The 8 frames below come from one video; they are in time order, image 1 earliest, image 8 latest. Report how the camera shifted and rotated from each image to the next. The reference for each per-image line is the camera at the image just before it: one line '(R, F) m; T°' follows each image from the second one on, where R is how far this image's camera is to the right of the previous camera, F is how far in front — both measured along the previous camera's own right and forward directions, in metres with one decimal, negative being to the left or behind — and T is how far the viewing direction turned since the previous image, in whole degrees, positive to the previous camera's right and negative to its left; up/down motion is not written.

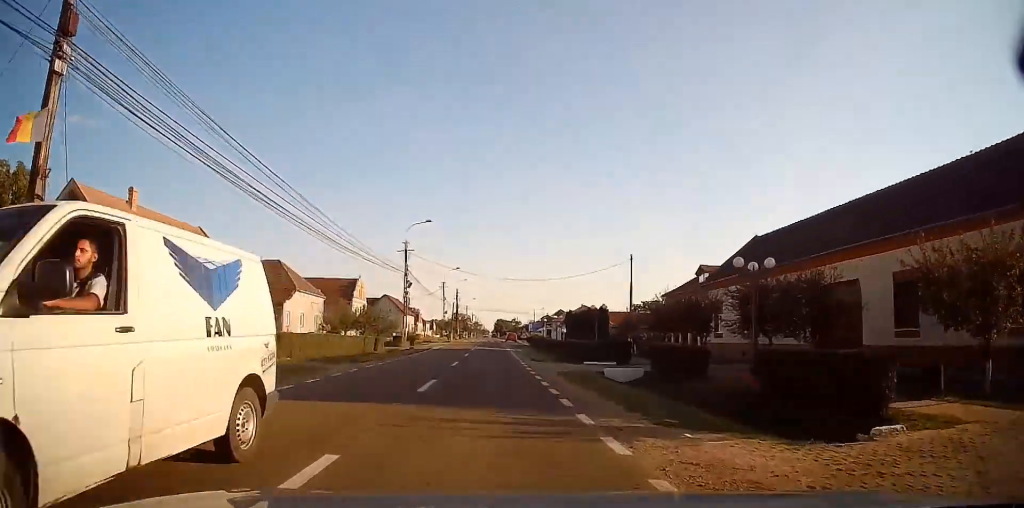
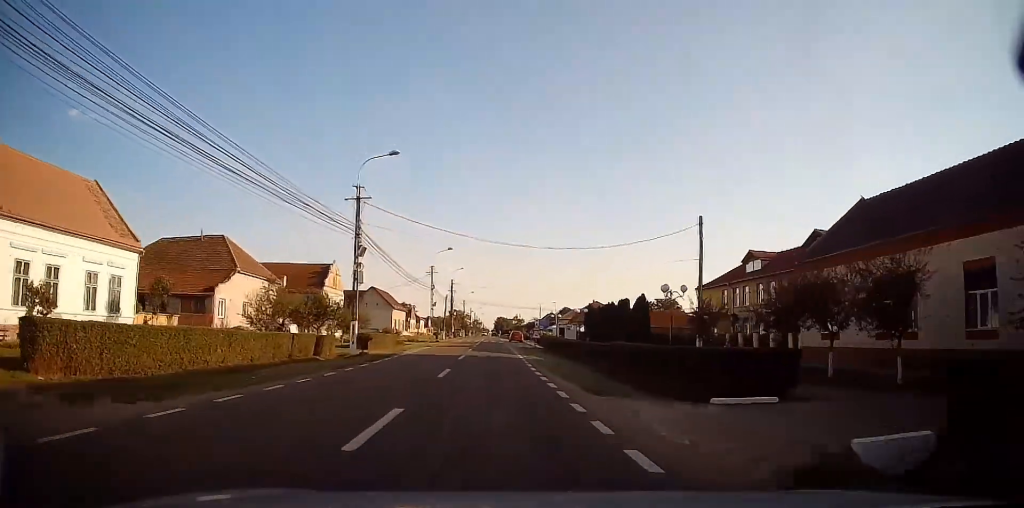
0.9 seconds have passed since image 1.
(-0.5, +14.9) m; 0°
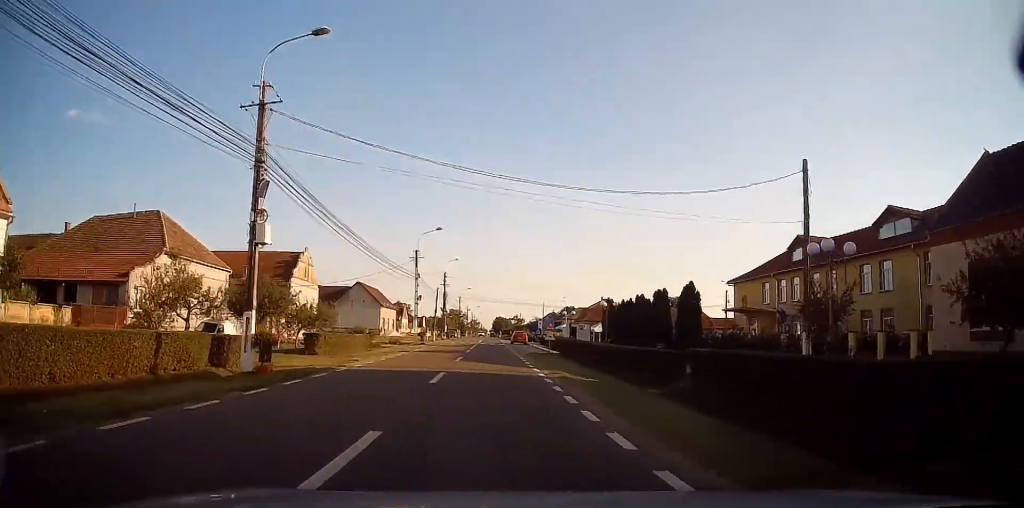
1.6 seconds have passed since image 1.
(+0.2, +11.1) m; 0°
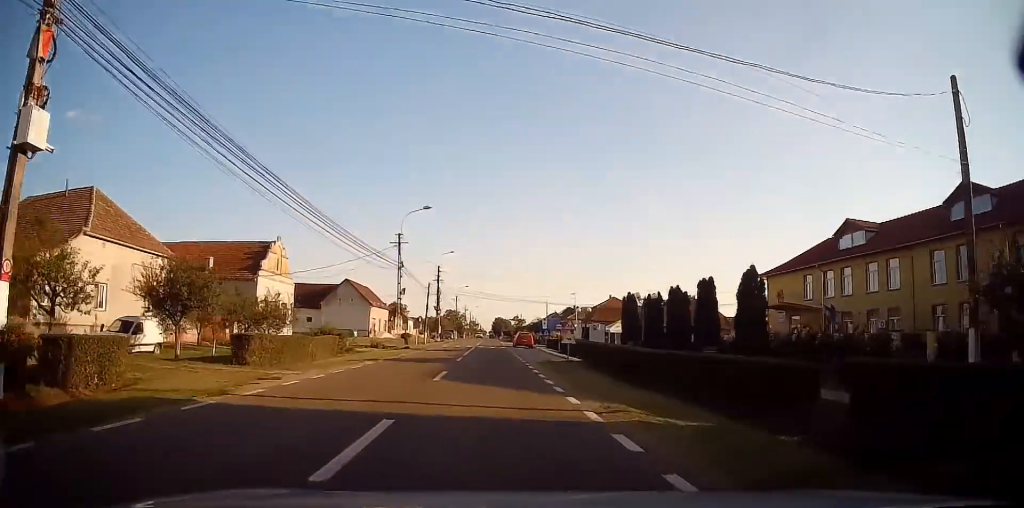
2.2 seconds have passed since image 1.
(+0.2, +8.4) m; 0°
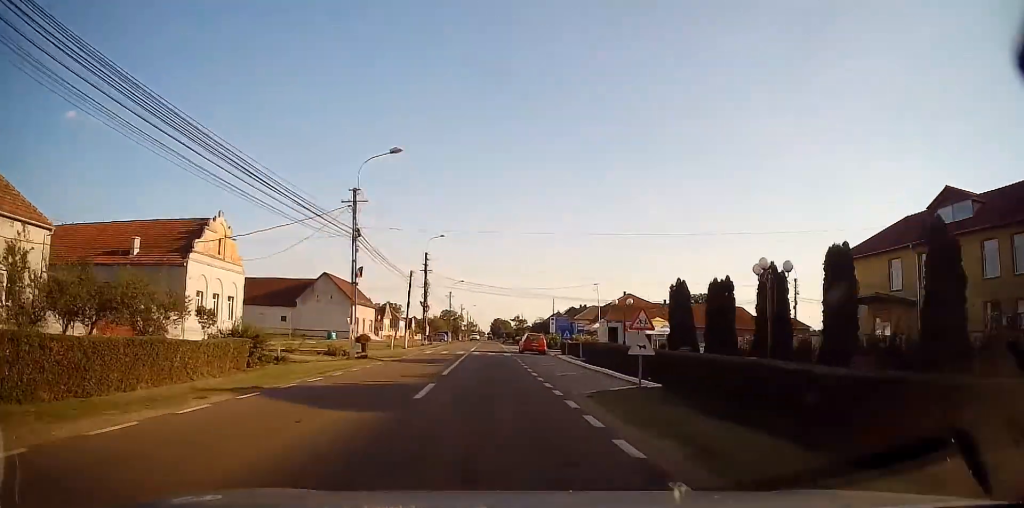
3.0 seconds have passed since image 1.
(-0.4, +12.6) m; +1°
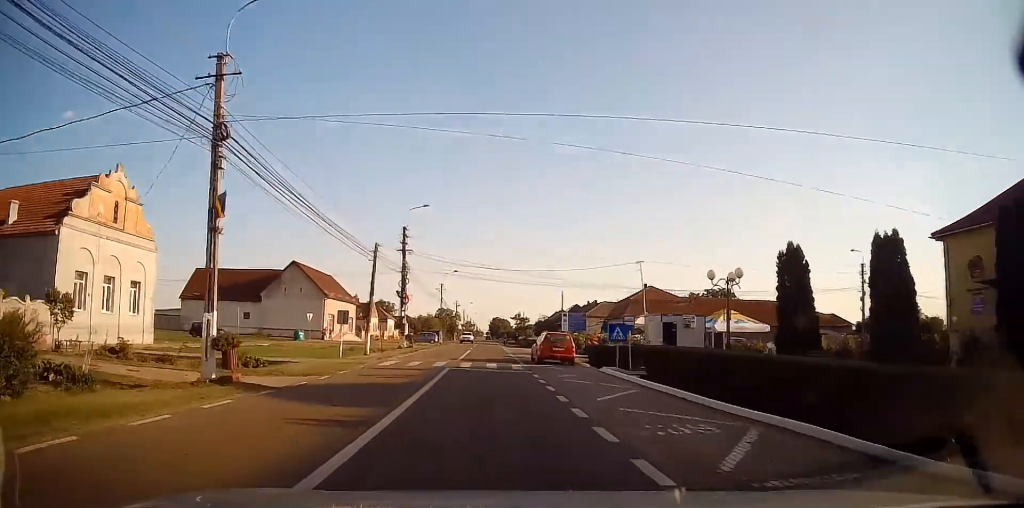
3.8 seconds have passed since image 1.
(+0.5, +13.7) m; +1°
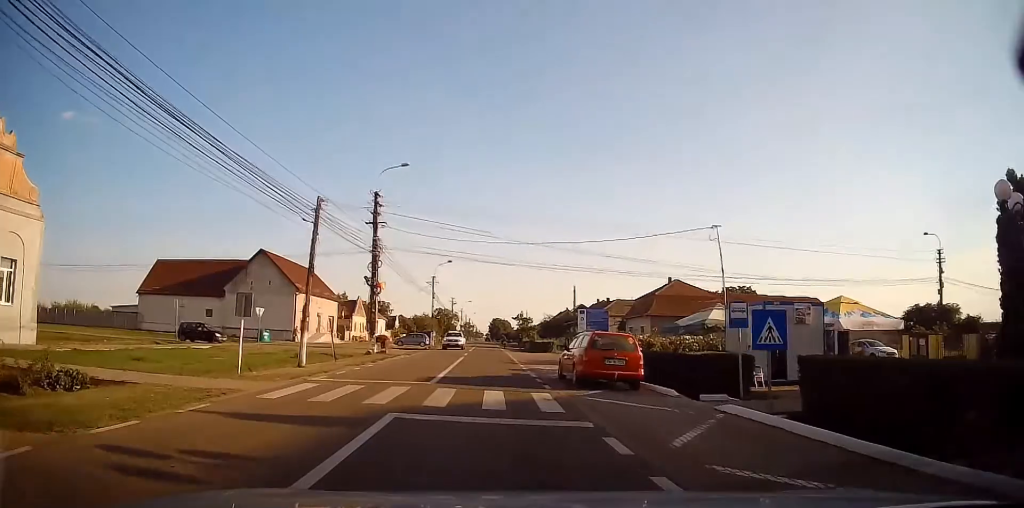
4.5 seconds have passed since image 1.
(-0.1, +11.0) m; 0°
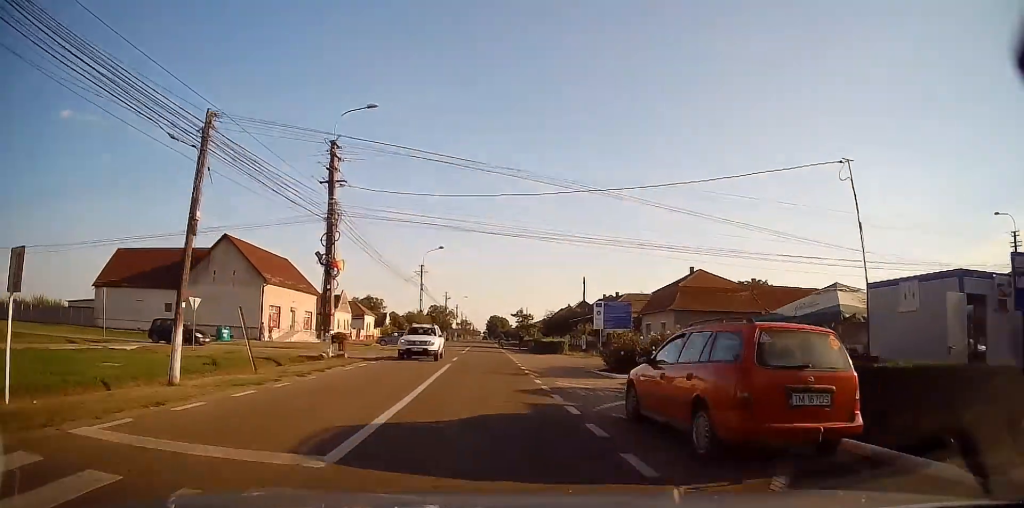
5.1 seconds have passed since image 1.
(-0.1, +8.7) m; -1°
